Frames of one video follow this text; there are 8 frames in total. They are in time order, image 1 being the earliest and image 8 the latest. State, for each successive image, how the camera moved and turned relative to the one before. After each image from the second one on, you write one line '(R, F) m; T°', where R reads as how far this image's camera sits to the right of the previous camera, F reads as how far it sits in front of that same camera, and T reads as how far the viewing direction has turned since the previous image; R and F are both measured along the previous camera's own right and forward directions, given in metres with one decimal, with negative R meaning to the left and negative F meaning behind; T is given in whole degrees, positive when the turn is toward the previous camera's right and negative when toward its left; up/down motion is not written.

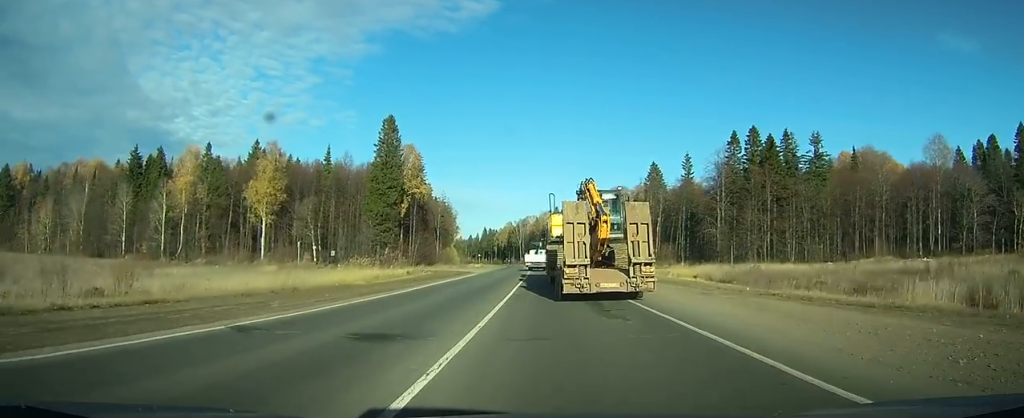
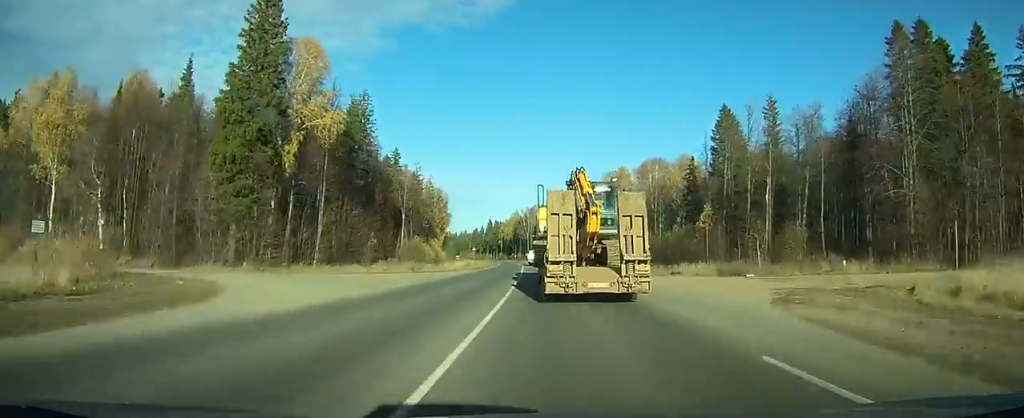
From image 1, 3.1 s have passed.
(-0.6, +54.1) m; -1°
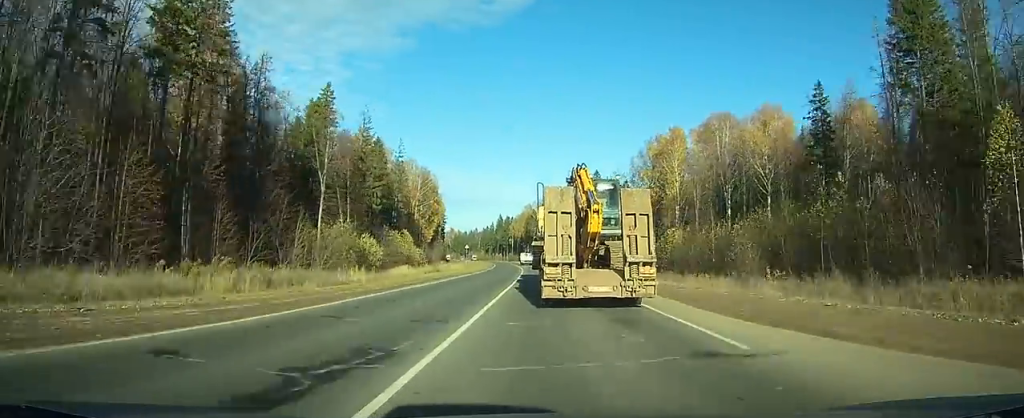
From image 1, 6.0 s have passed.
(-0.6, +51.8) m; -1°
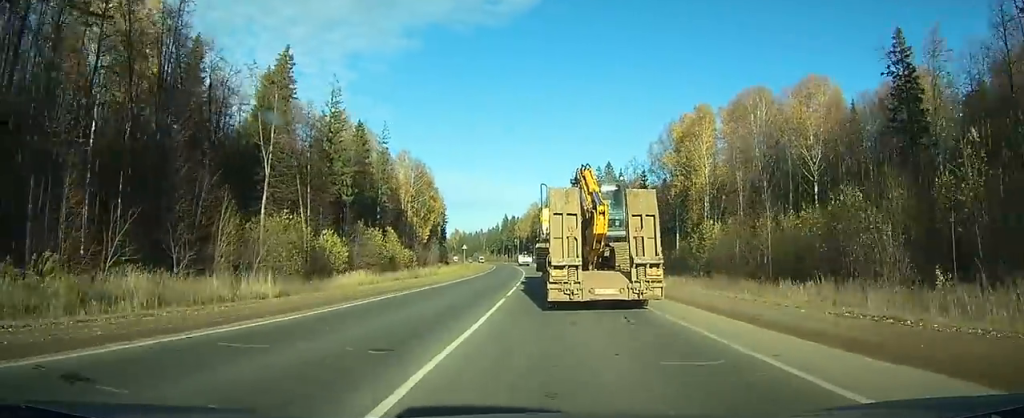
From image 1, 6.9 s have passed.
(-0.1, +15.7) m; -1°
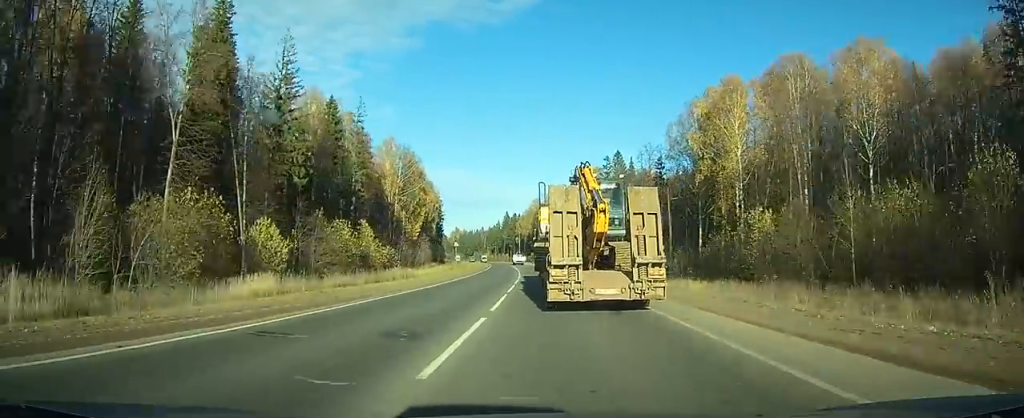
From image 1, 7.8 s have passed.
(-0.1, +14.4) m; -1°
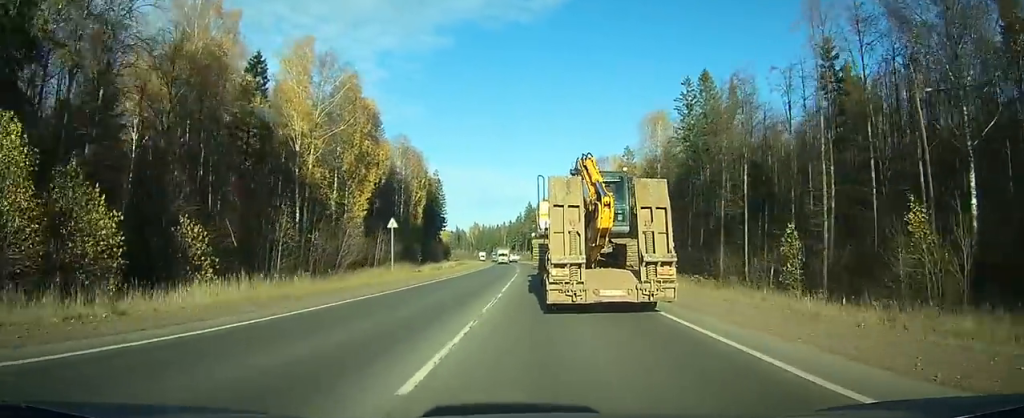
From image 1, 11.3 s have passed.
(-0.9, +58.0) m; -2°
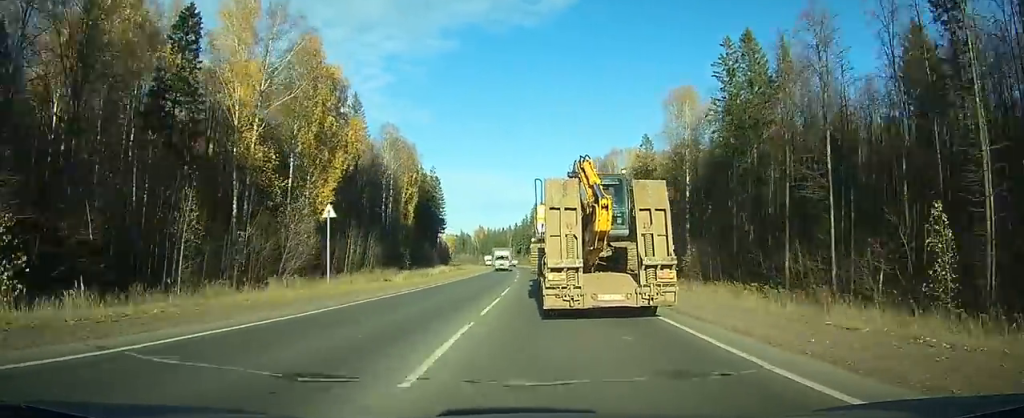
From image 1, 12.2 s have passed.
(-0.1, +15.9) m; -1°
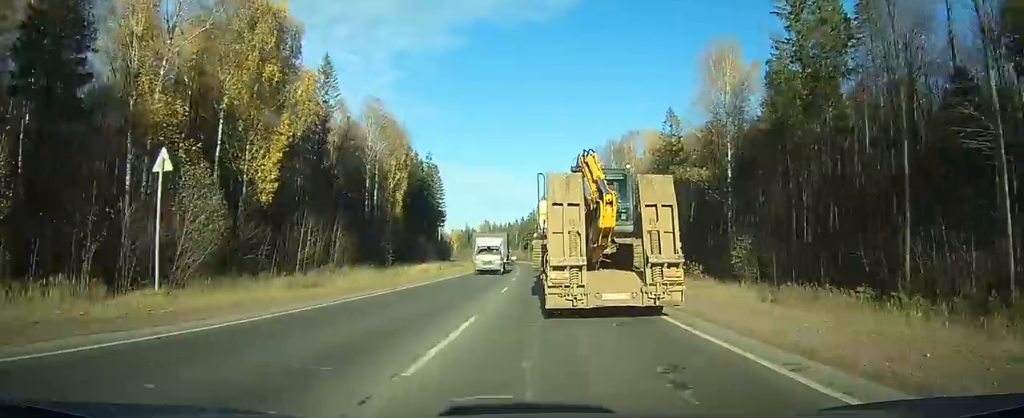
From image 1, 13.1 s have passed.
(+0.1, +15.9) m; -1°
